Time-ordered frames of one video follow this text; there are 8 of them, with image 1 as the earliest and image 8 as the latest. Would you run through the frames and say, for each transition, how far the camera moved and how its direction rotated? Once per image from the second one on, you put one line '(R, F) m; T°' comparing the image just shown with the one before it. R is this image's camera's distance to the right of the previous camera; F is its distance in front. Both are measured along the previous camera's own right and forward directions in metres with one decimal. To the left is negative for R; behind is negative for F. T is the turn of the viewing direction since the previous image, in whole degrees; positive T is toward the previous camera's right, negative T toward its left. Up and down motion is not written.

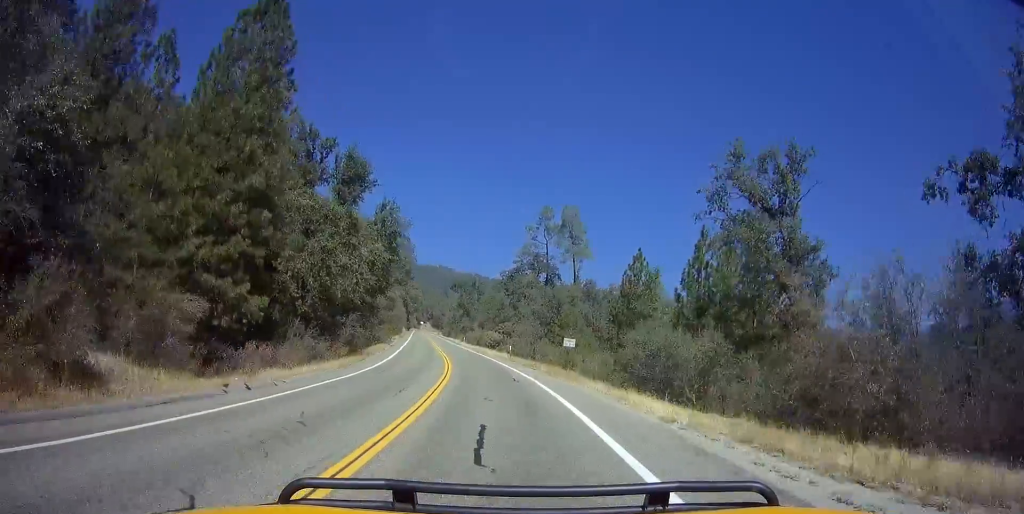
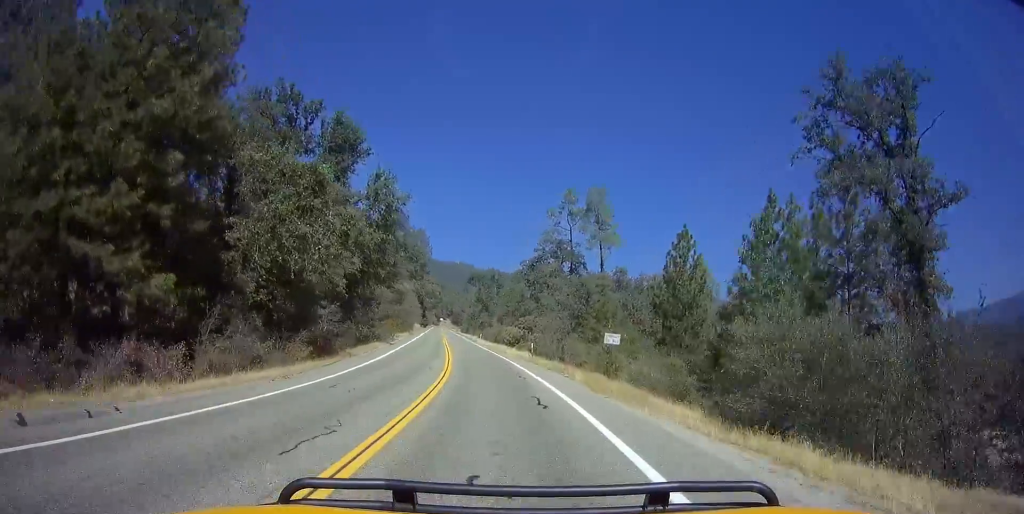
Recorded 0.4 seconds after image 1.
(-0.2, +8.7) m; -1°
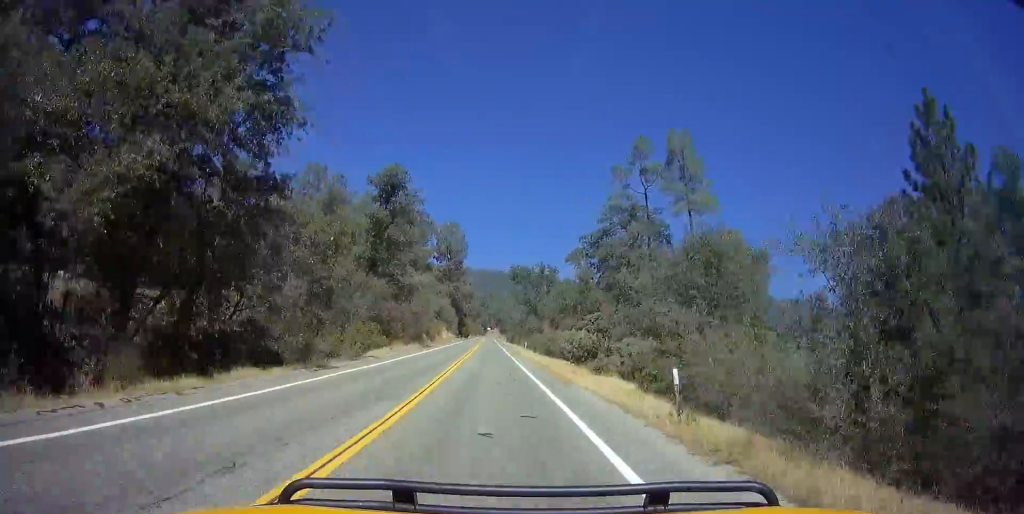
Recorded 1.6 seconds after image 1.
(-0.5, +25.7) m; -1°
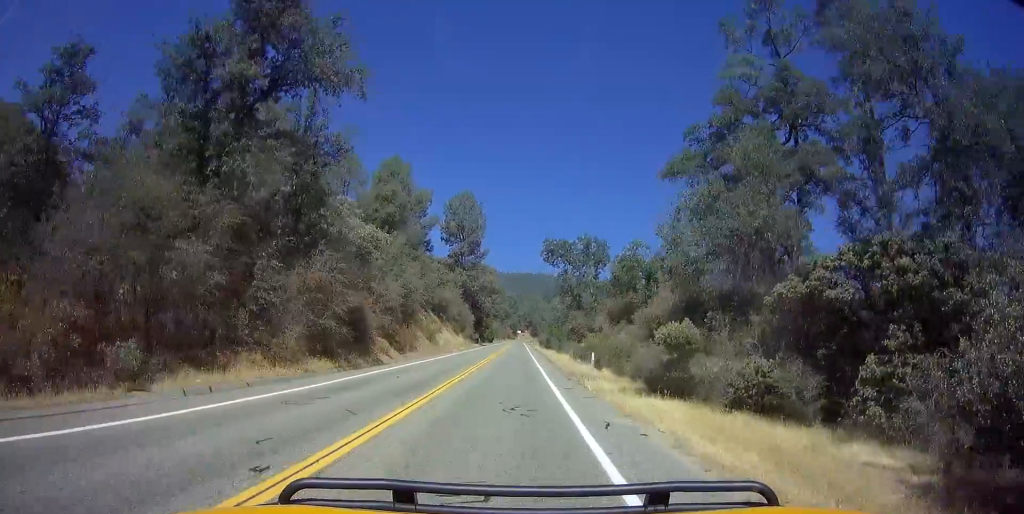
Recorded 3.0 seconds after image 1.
(0.0, +32.0) m; 0°
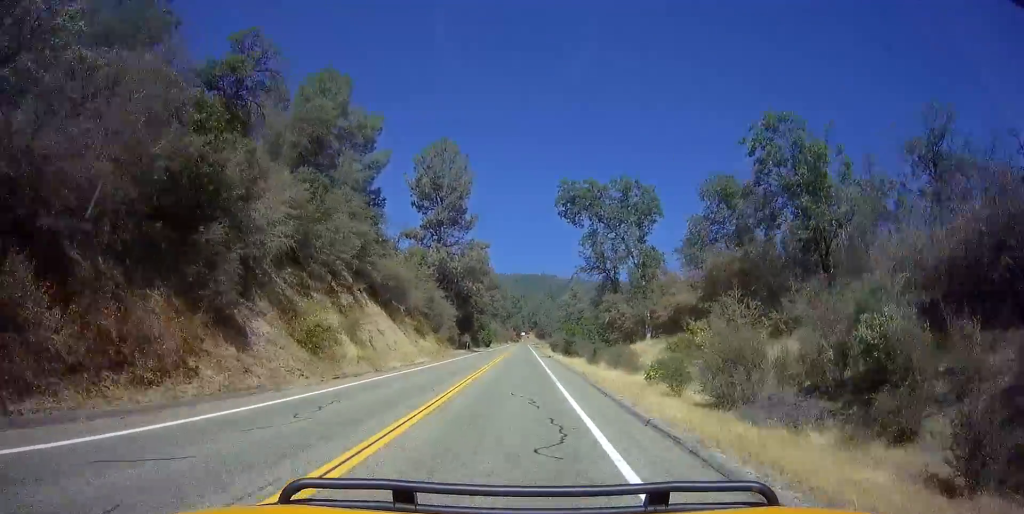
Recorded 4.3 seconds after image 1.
(-0.1, +30.1) m; -1°
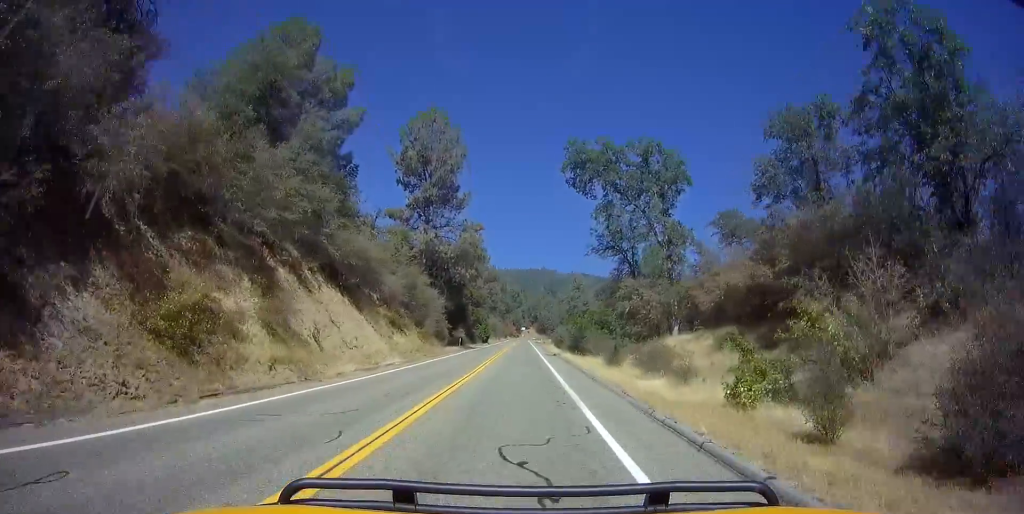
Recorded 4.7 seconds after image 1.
(+0.1, +9.0) m; -1°
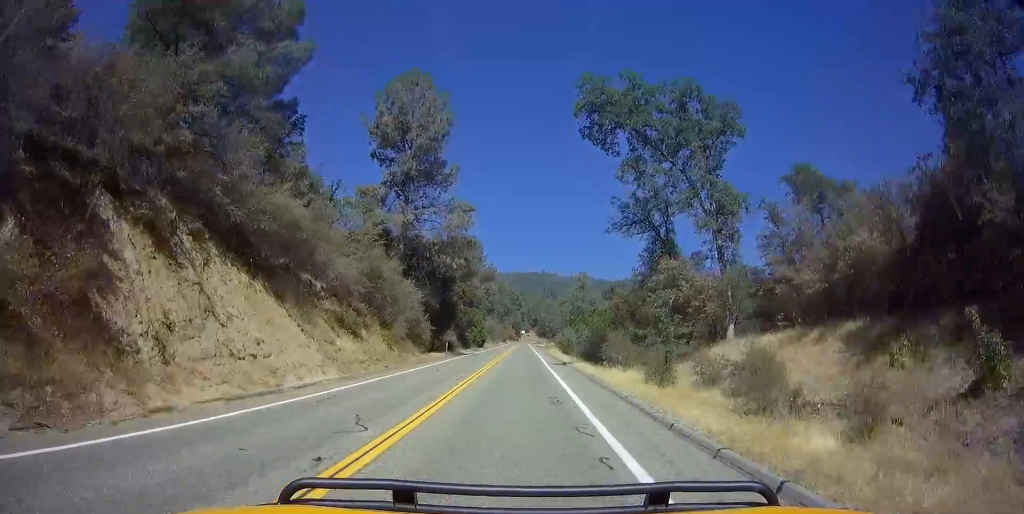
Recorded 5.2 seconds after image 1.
(-0.3, +11.4) m; 0°
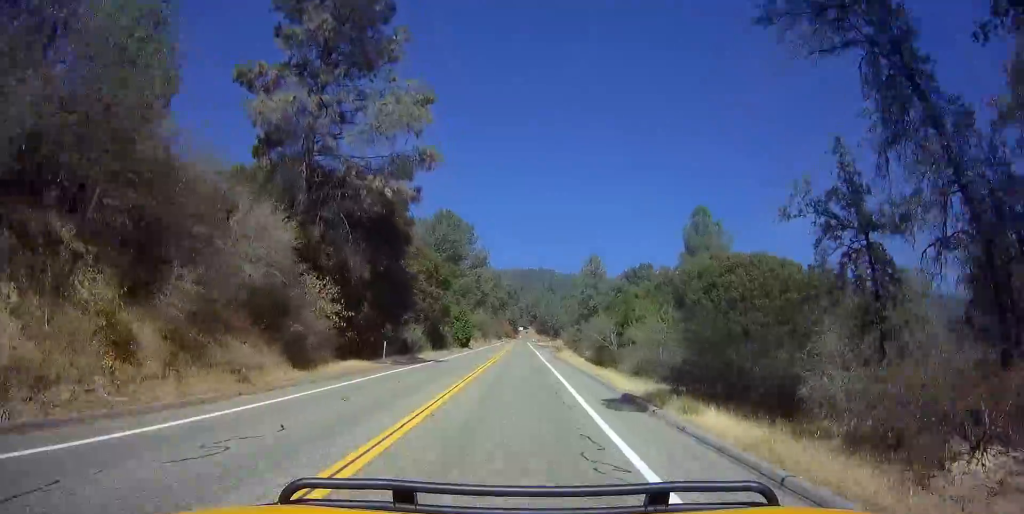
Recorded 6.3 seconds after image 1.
(+0.1, +24.5) m; +1°
